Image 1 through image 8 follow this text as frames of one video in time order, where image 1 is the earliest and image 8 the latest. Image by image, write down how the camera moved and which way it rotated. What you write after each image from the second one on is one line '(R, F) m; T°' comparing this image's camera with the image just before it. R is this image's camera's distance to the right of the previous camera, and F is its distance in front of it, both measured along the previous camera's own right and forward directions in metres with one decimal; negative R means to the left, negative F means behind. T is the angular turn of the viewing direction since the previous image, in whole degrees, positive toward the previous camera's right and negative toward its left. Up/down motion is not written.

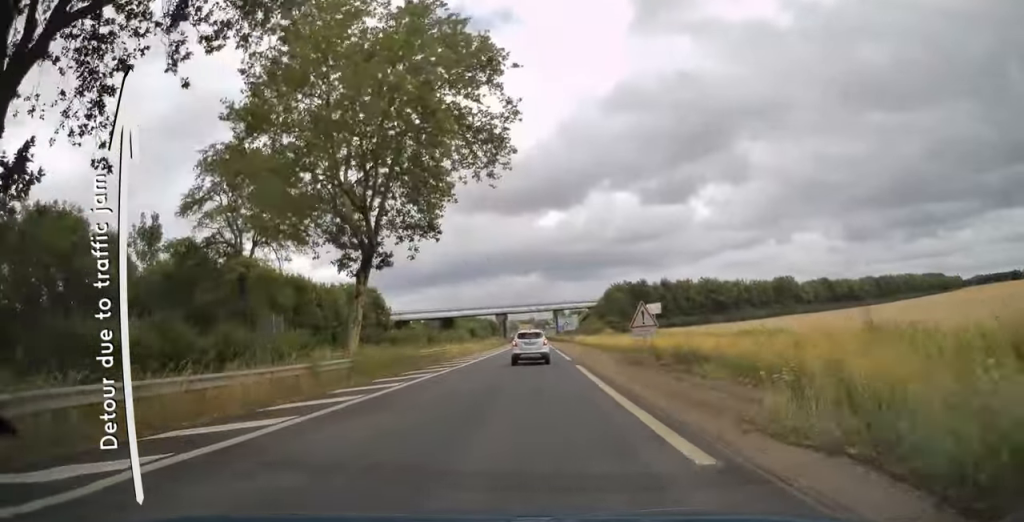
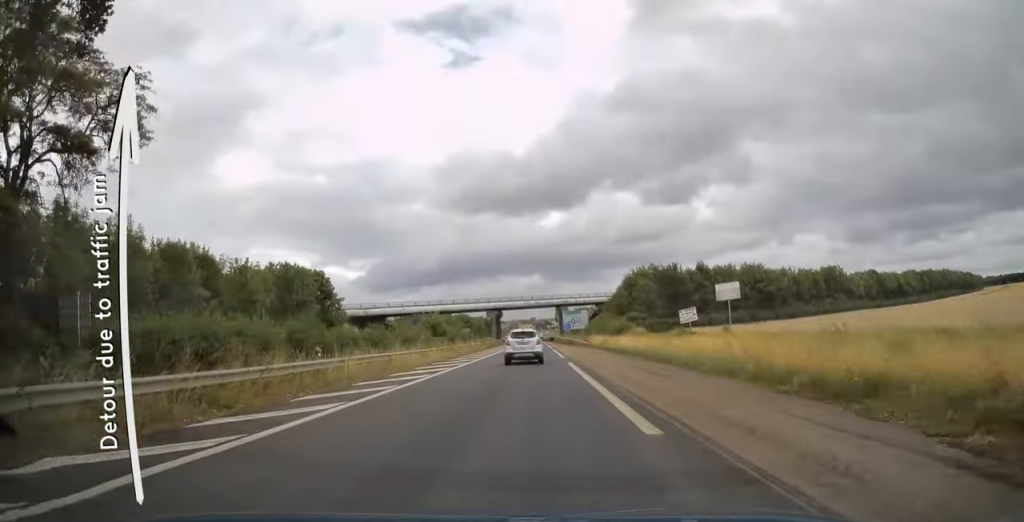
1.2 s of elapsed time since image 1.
(-0.1, +24.9) m; 0°
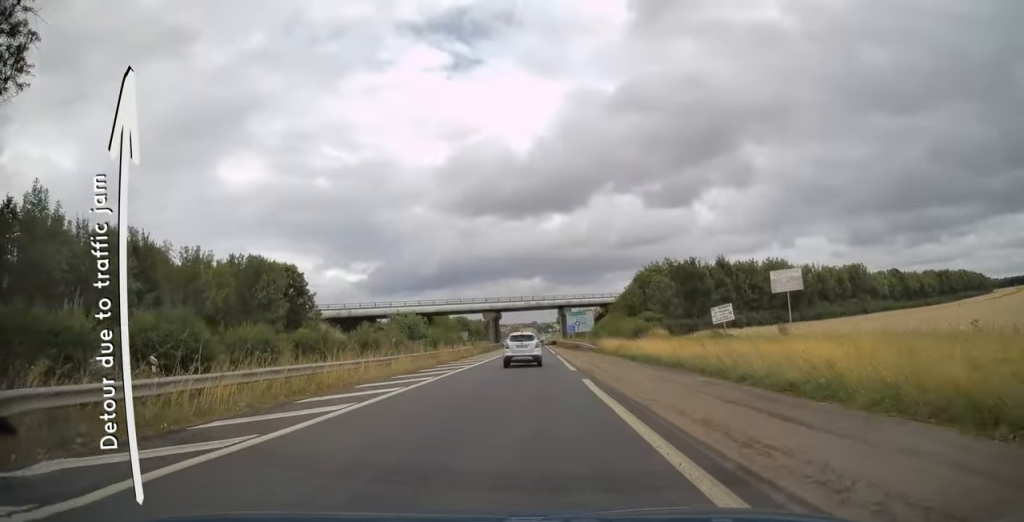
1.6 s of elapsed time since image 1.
(0.0, +9.3) m; 0°
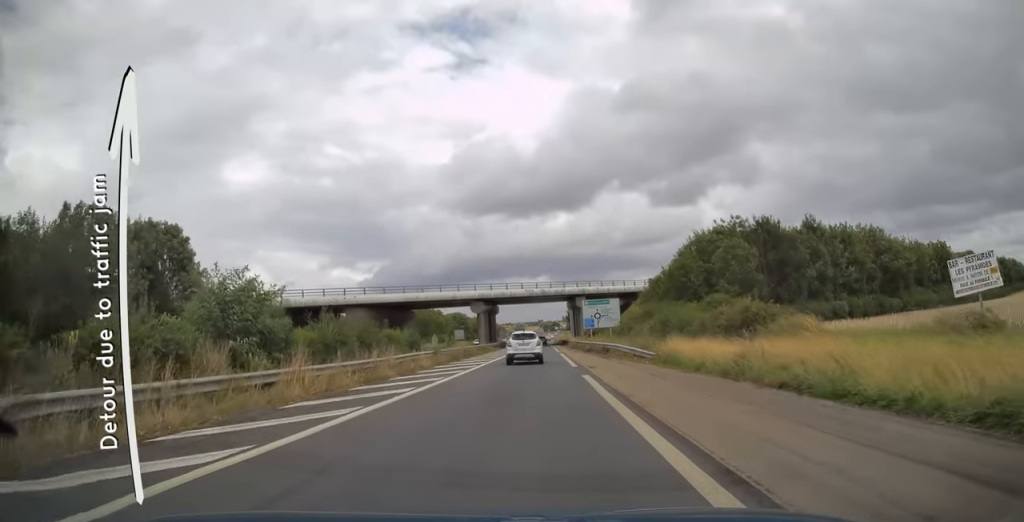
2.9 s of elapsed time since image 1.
(-0.1, +25.2) m; 0°
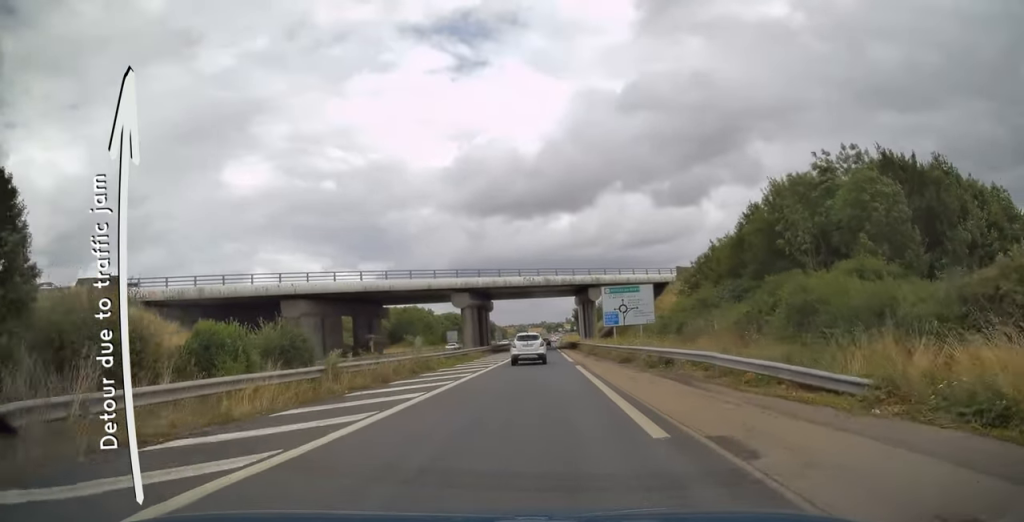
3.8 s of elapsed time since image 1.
(-0.1, +18.7) m; 0°
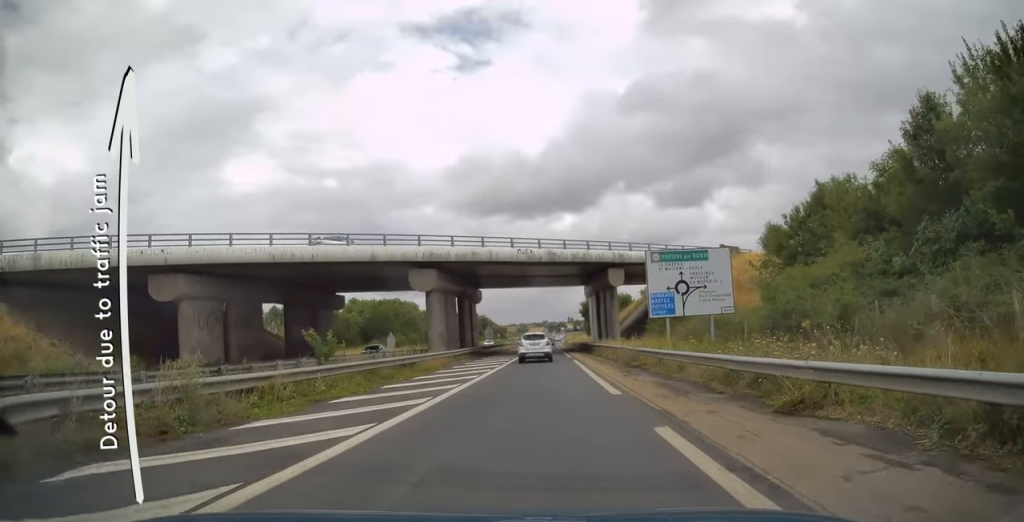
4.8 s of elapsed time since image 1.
(-0.1, +19.4) m; 0°
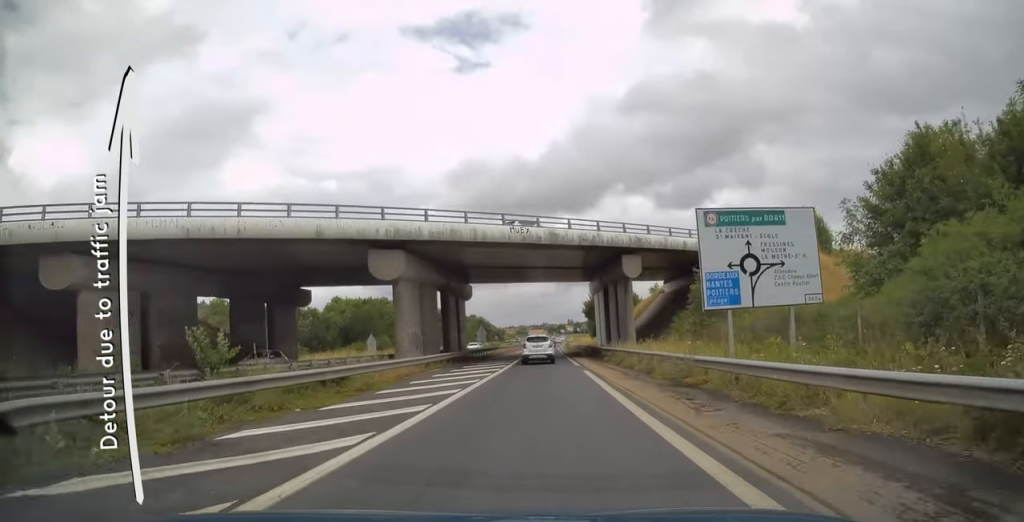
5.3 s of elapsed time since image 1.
(0.0, +9.3) m; 0°
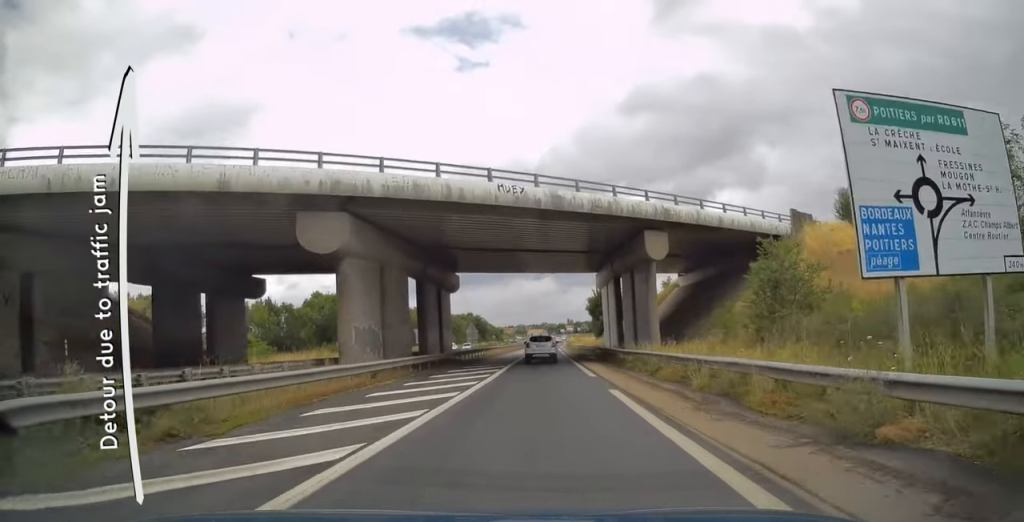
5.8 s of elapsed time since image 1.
(0.0, +9.3) m; 0°
